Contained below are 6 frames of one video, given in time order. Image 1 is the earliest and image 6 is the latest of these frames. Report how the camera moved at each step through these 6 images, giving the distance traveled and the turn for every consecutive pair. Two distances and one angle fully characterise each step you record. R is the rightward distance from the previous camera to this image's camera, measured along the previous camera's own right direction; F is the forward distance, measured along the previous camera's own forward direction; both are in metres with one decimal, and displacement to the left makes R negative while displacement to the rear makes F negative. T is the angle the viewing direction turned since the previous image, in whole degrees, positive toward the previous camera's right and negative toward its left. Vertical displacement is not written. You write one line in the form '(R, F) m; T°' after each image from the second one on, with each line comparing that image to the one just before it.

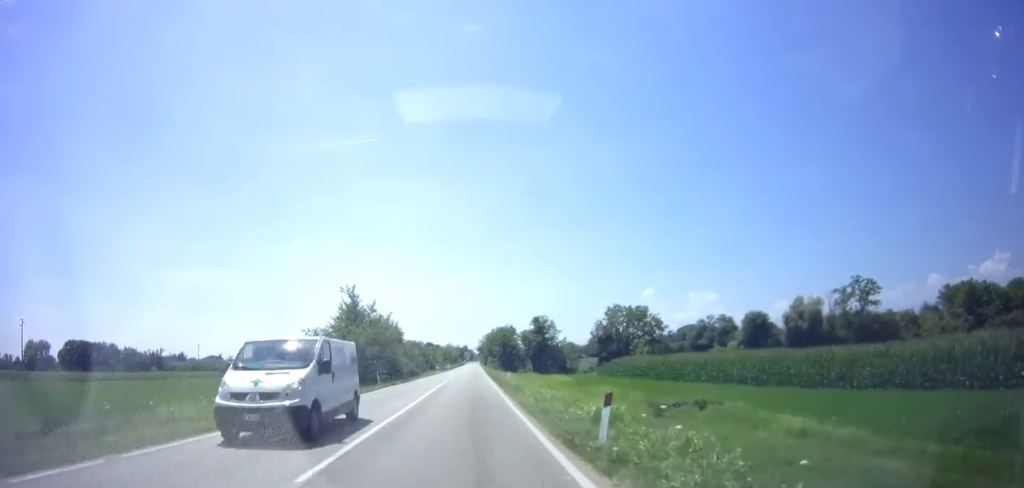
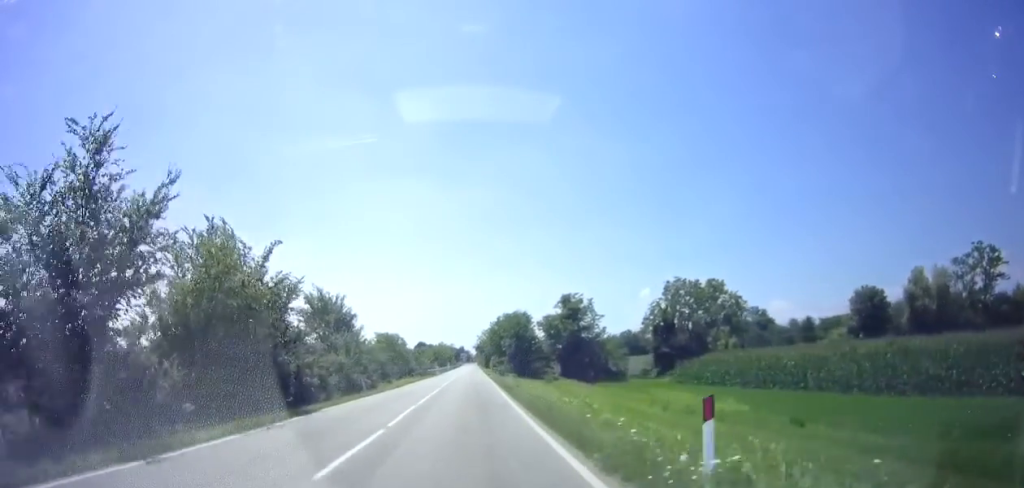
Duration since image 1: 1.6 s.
(-0.5, +28.7) m; -1°
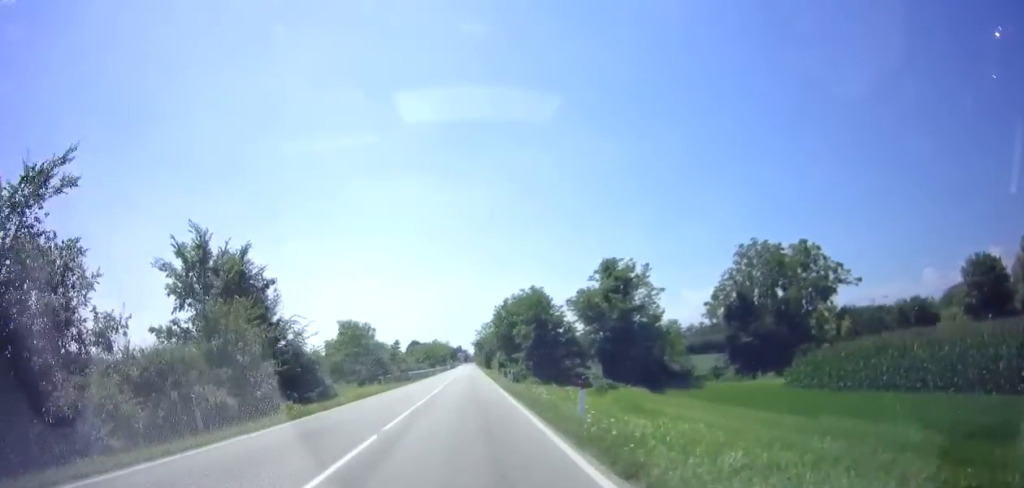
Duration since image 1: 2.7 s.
(+0.4, +19.1) m; +1°
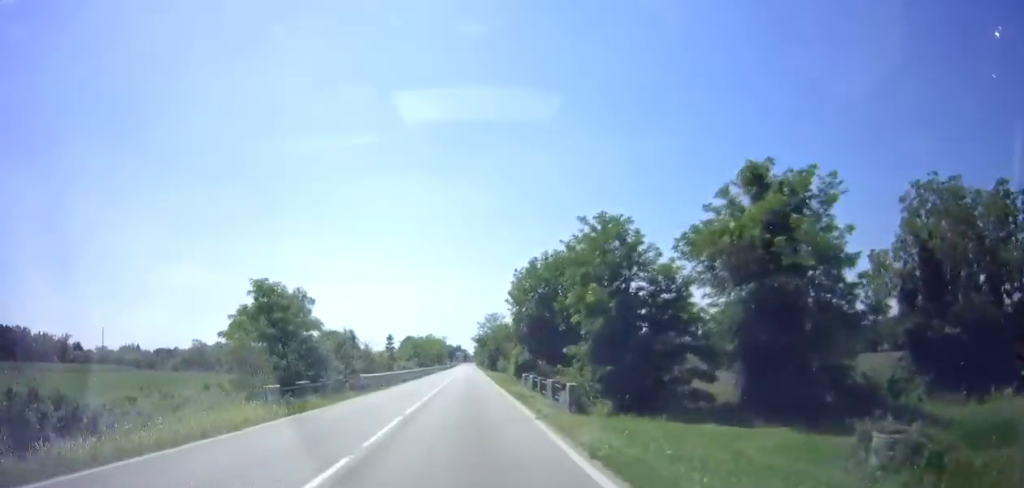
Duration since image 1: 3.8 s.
(0.0, +20.4) m; 0°
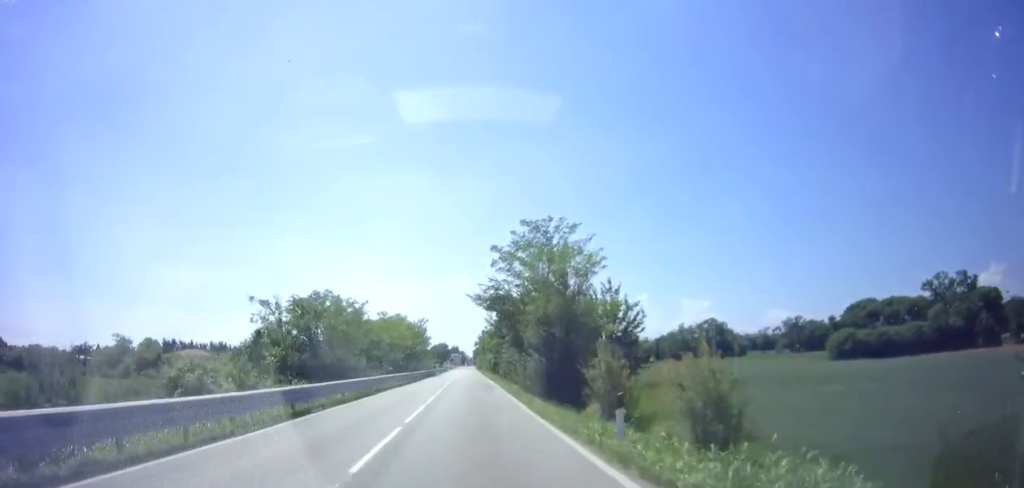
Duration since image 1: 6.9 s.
(+0.2, +55.9) m; 0°
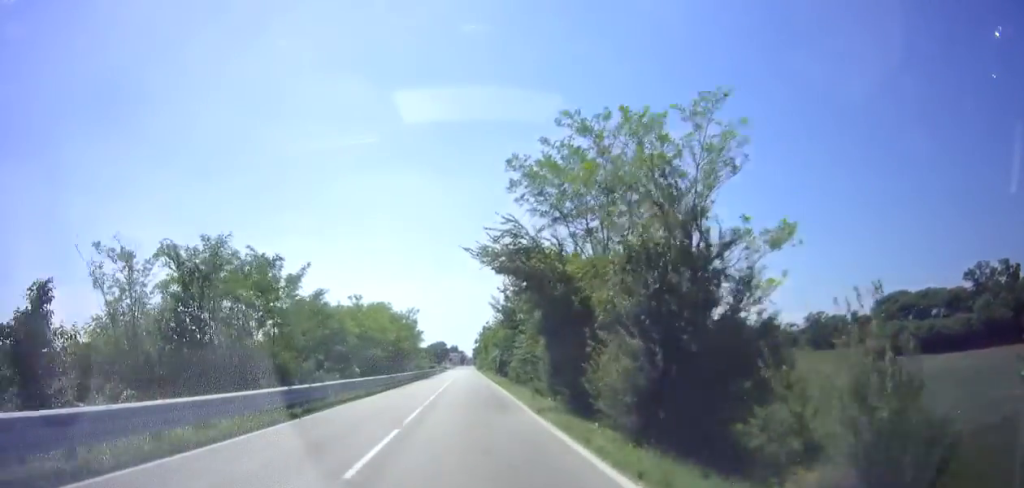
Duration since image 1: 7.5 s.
(0.0, +12.3) m; 0°
